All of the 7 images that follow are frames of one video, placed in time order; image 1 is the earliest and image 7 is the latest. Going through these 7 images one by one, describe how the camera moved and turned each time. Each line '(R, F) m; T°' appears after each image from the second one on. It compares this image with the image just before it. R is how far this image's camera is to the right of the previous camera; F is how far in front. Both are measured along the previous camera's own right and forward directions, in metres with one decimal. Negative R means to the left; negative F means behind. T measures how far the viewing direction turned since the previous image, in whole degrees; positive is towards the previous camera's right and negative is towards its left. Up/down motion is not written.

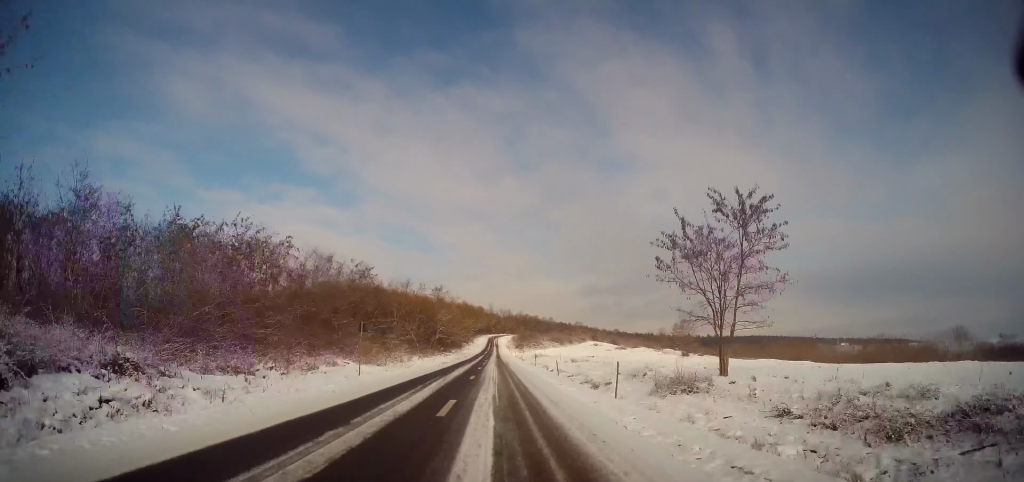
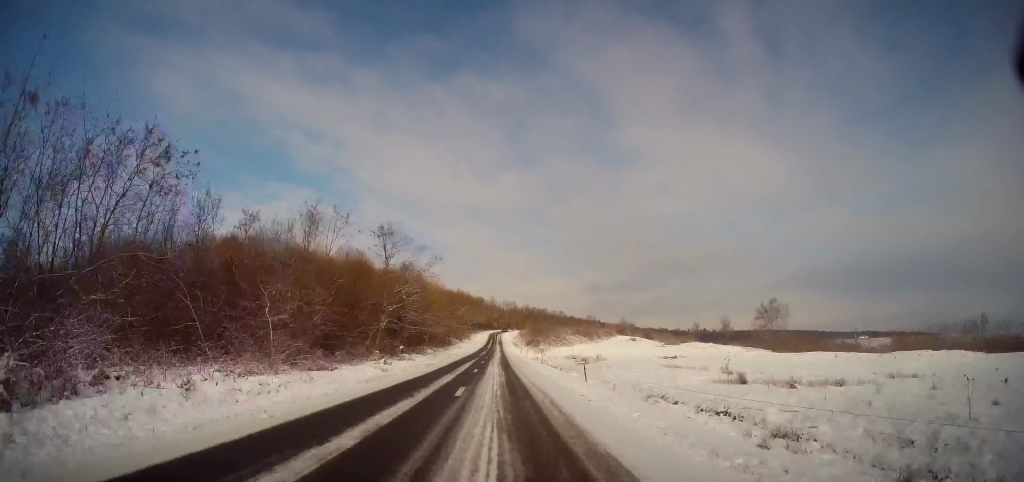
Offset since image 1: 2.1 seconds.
(+0.5, +43.7) m; +1°
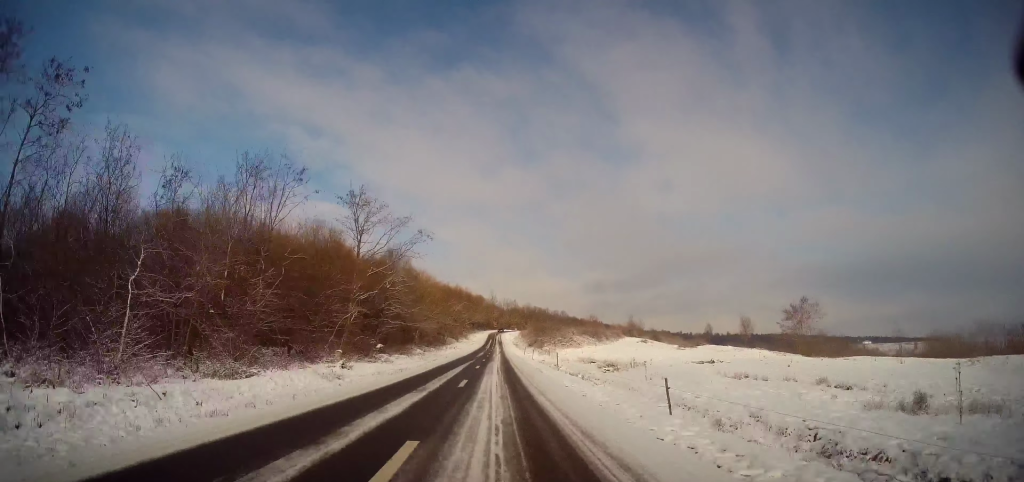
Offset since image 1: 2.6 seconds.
(0.0, +10.5) m; 0°
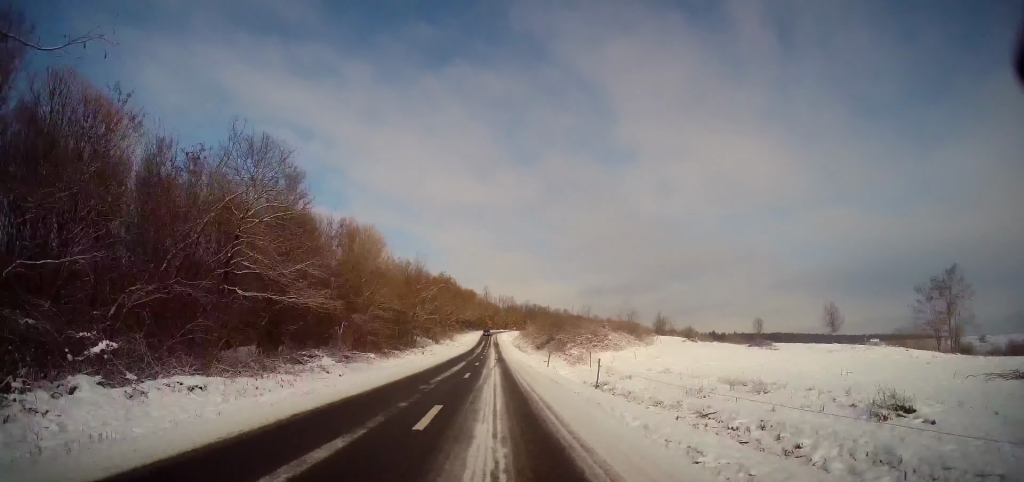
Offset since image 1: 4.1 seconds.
(+0.1, +32.0) m; 0°
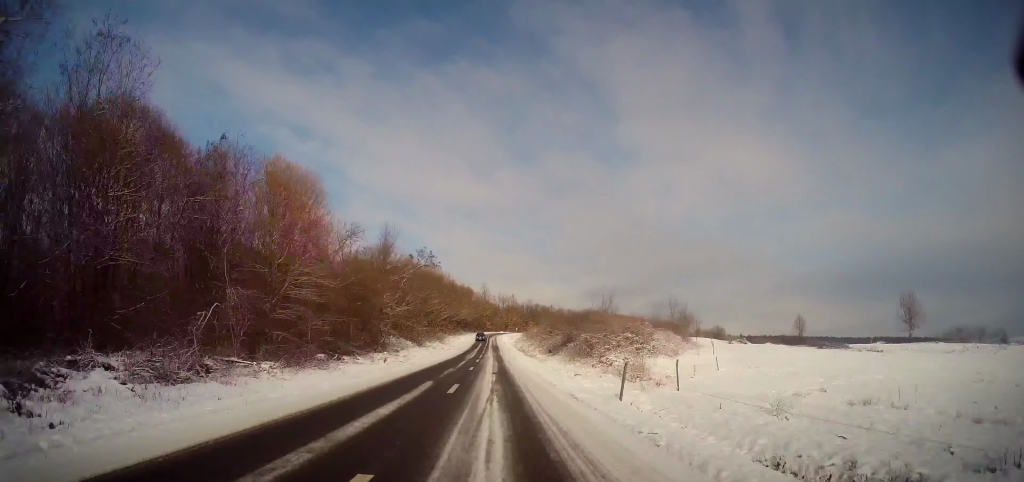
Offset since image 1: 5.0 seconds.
(0.0, +17.7) m; 0°
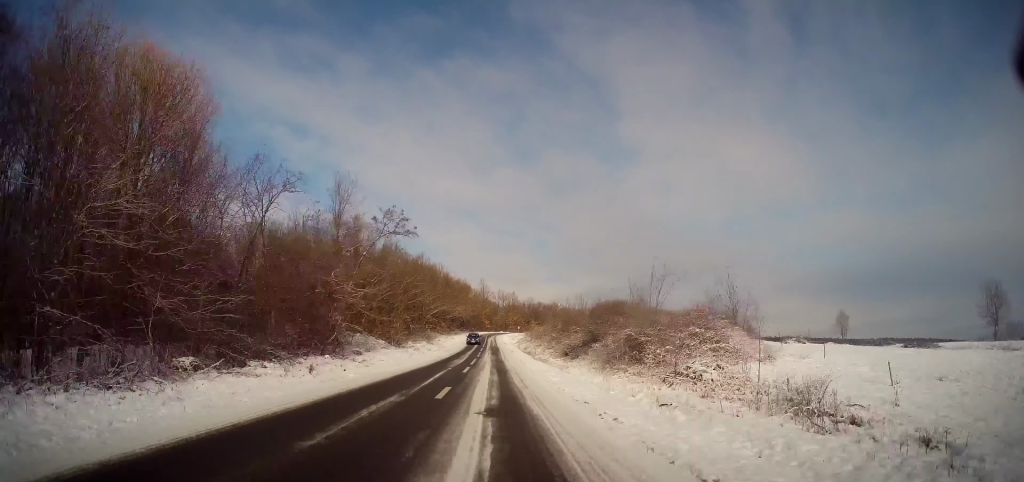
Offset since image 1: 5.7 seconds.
(0.0, +14.2) m; 0°
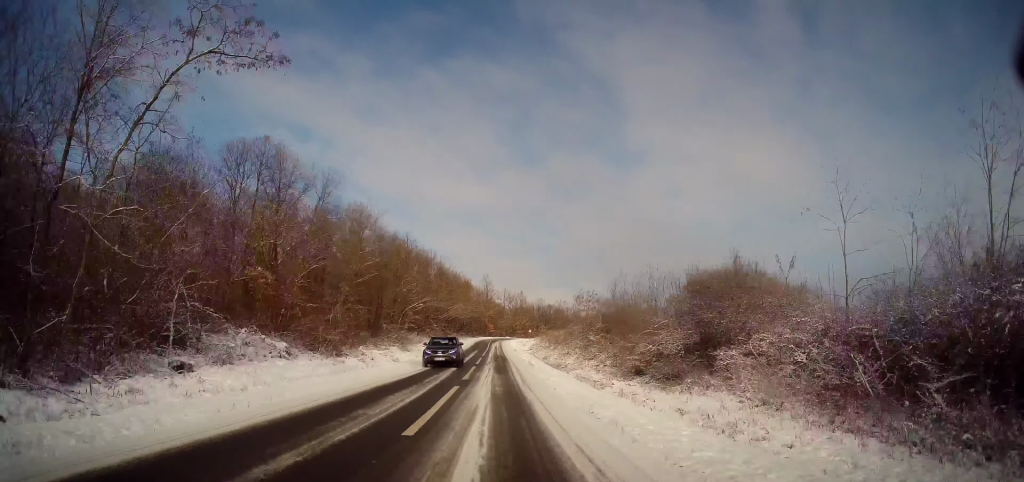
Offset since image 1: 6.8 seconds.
(0.0, +22.6) m; 0°
